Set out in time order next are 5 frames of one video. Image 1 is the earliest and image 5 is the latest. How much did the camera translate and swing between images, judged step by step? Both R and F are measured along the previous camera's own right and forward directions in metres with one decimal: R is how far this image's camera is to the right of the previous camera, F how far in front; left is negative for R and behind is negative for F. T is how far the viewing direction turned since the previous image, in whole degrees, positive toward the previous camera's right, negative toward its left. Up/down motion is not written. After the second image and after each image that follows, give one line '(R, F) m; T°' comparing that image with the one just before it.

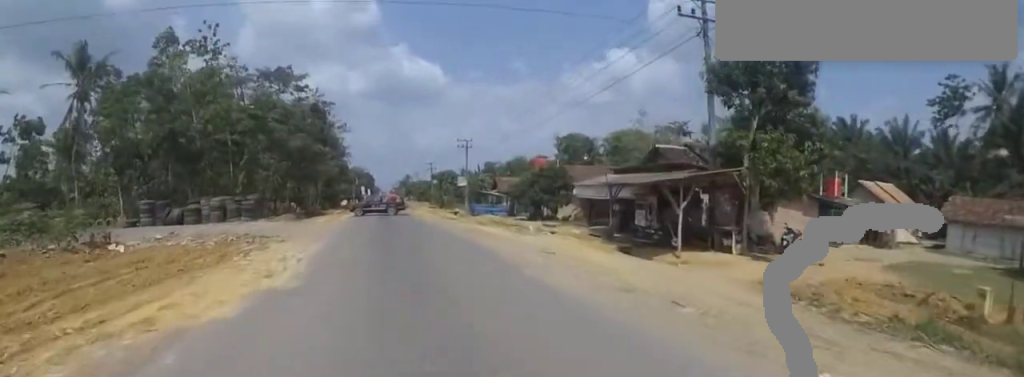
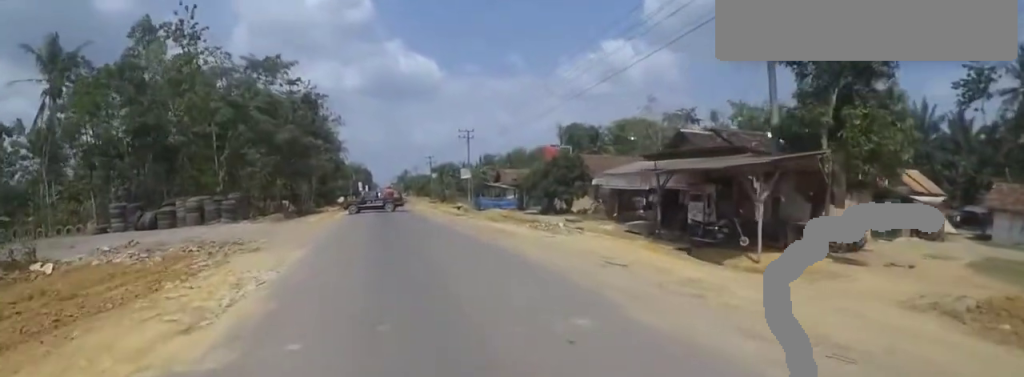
(0.0, +3.0) m; 0°
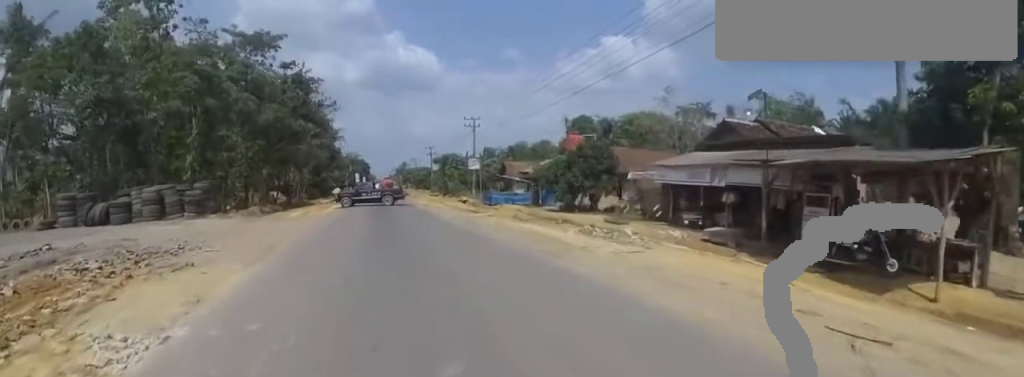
(0.0, +4.0) m; 0°
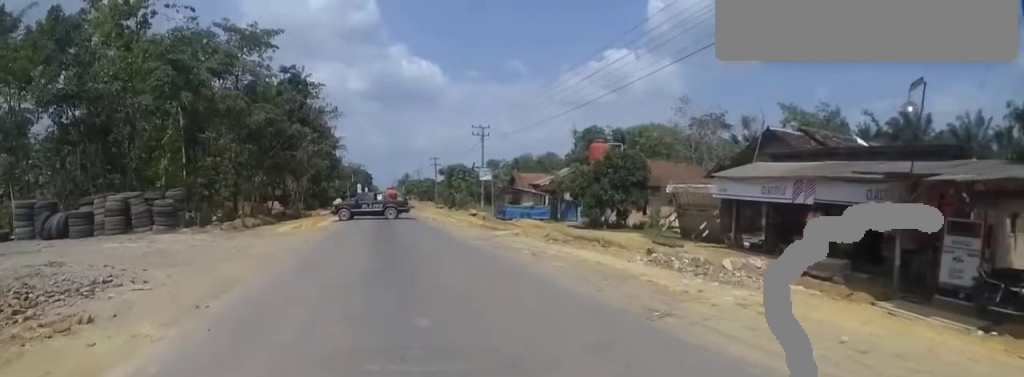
(0.0, +3.0) m; 0°
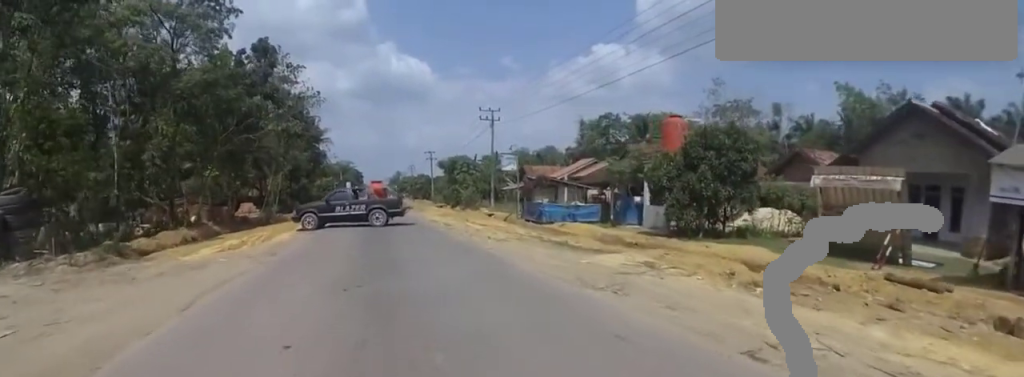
(0.0, +8.5) m; 0°
